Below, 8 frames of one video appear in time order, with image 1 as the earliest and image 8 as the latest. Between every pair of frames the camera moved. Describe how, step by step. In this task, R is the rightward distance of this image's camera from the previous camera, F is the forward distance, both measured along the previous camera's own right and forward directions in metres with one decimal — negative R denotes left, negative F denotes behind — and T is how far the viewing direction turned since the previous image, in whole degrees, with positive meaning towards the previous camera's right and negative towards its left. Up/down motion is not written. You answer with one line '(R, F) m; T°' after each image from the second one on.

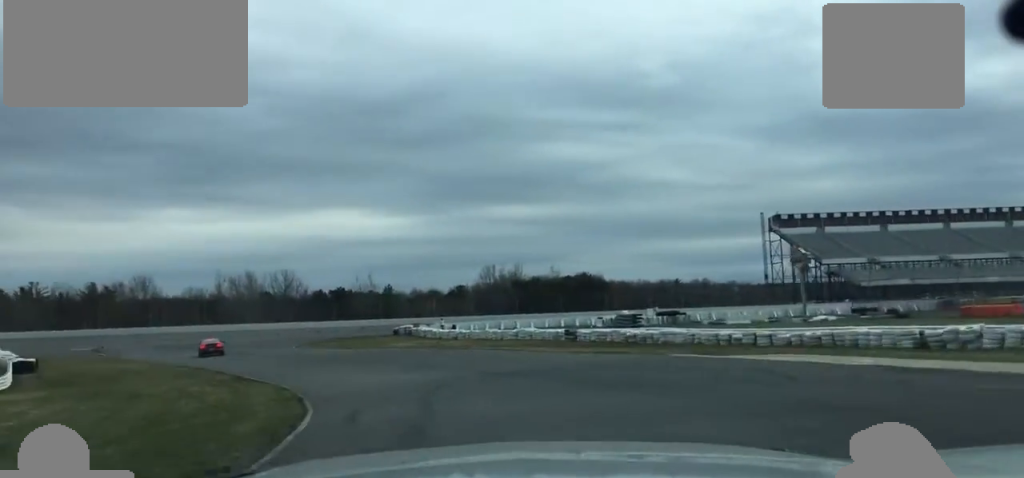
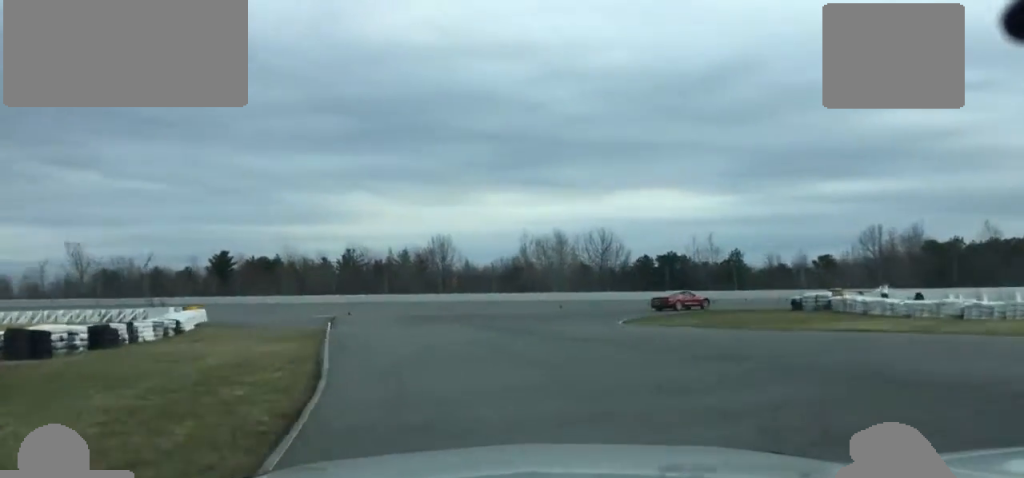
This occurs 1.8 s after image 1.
(-6.1, +37.9) m; -15°
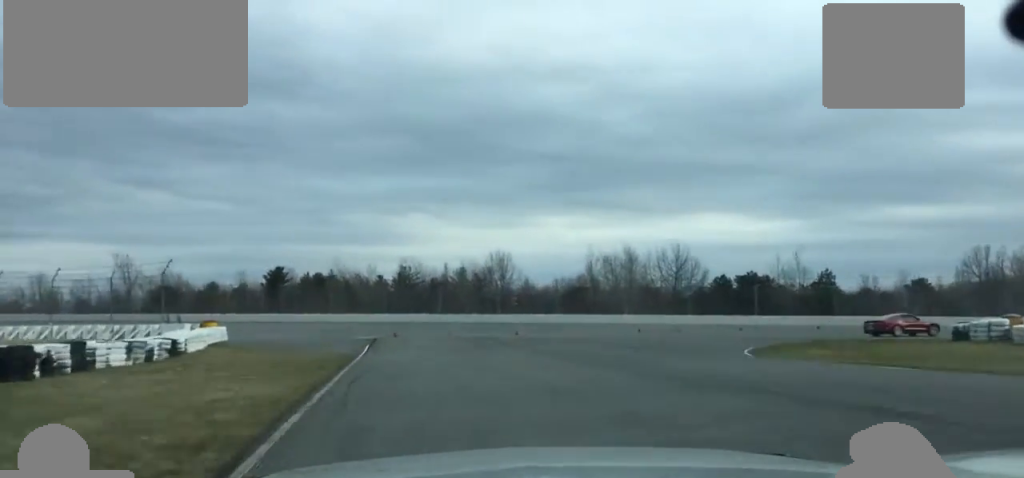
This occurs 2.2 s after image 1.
(-0.4, +9.3) m; -1°
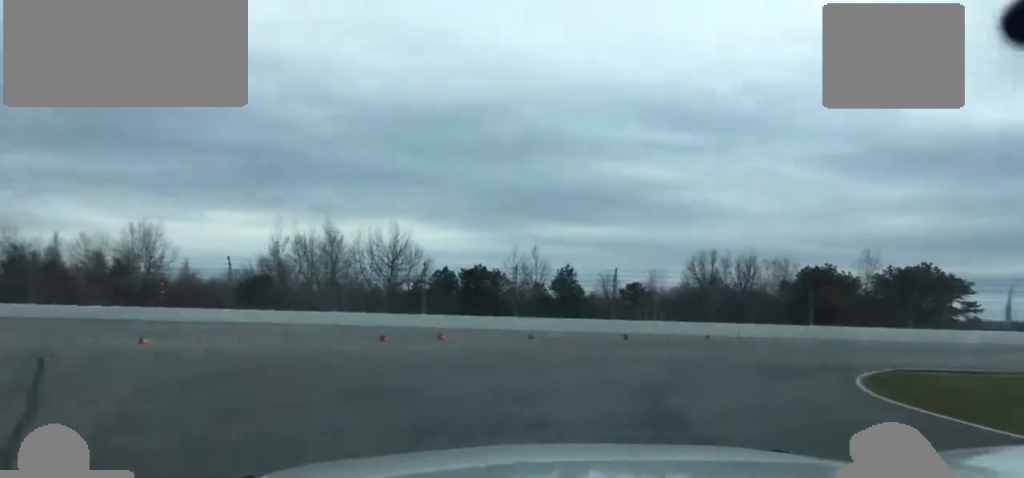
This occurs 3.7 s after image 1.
(+1.4, +29.4) m; +17°
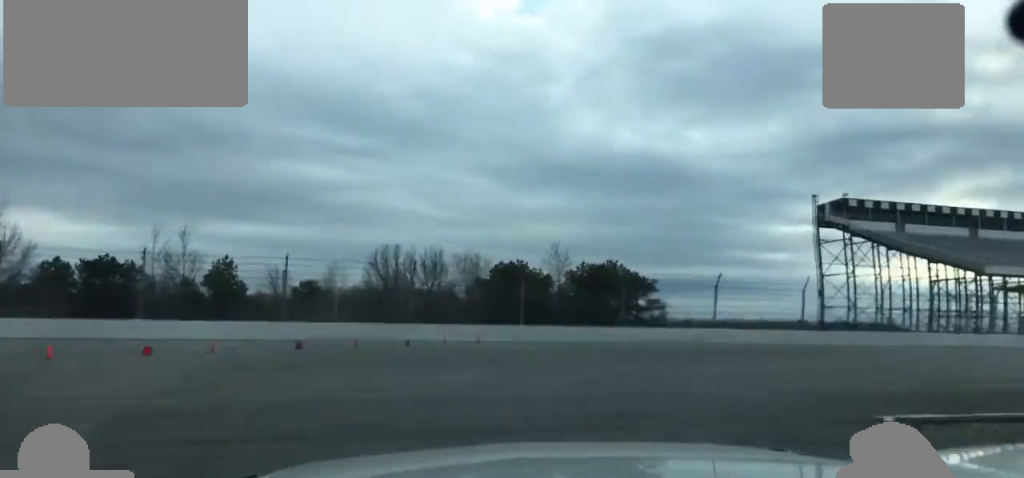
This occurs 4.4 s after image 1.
(+1.8, +14.2) m; +22°
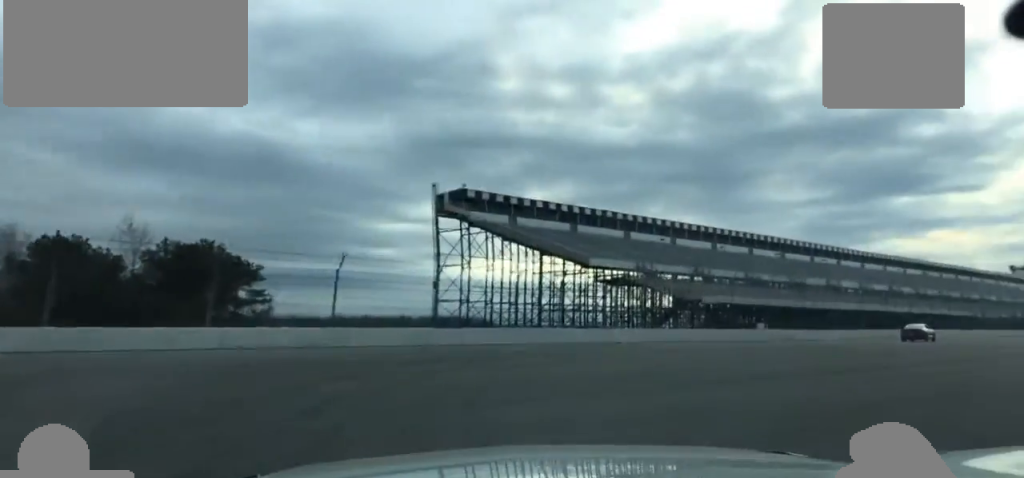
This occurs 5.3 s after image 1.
(+4.4, +15.1) m; +23°
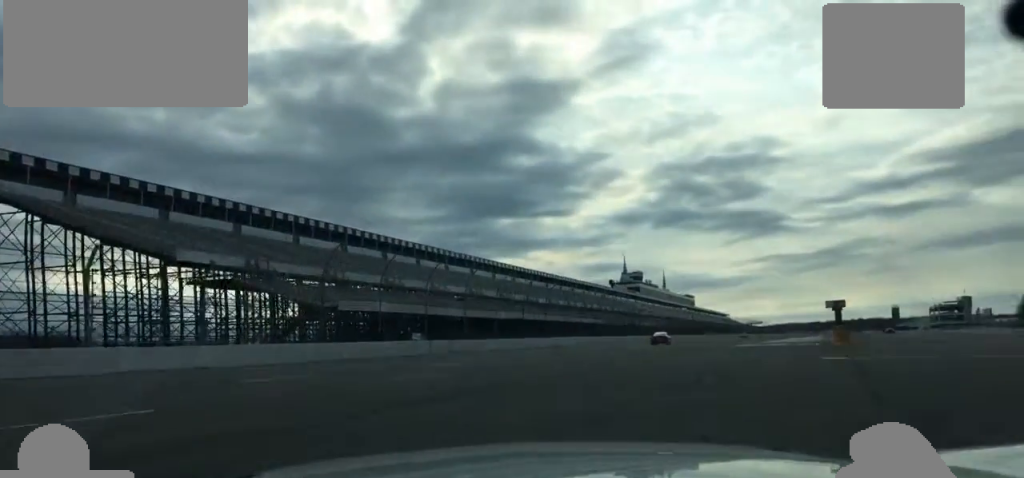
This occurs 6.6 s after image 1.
(+6.1, +25.5) m; +22°
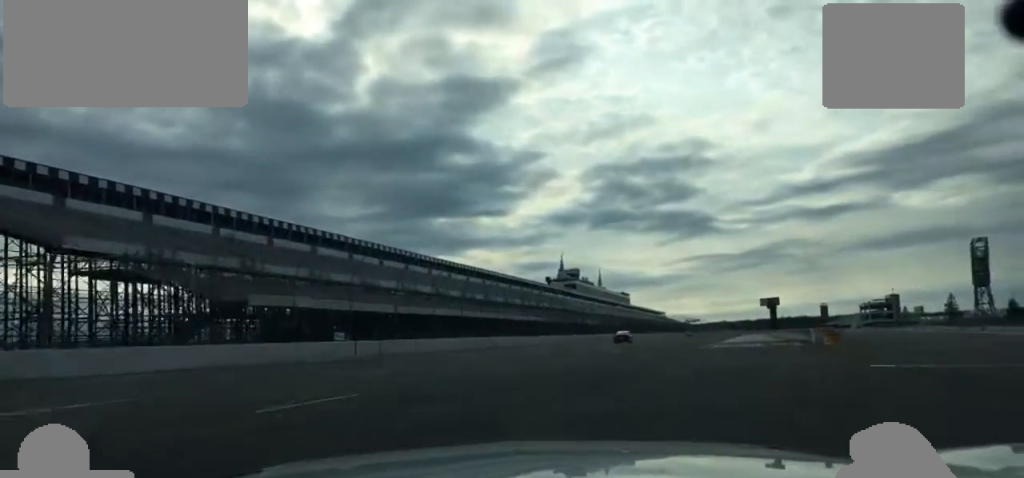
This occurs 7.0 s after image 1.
(+0.7, +8.9) m; +3°
